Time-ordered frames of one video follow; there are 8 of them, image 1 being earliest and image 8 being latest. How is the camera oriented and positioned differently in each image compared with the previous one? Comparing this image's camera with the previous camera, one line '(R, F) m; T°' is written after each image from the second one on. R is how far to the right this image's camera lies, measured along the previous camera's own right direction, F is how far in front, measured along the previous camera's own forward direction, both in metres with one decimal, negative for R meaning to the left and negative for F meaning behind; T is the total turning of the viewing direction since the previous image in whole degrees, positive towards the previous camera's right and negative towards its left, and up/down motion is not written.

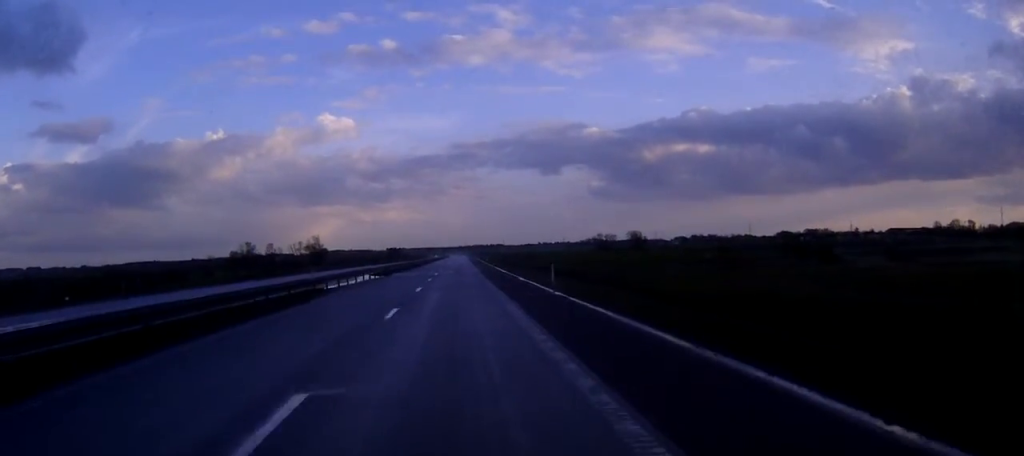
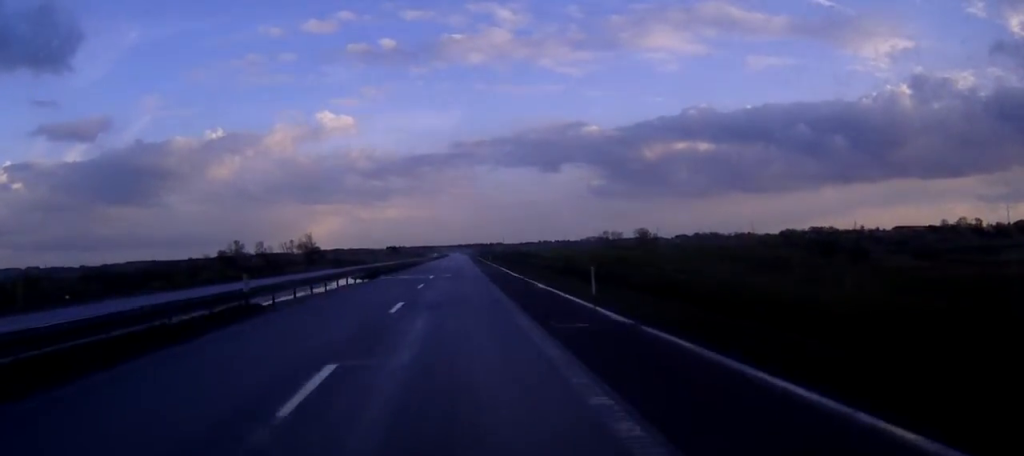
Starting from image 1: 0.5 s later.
(0.0, +12.5) m; 0°
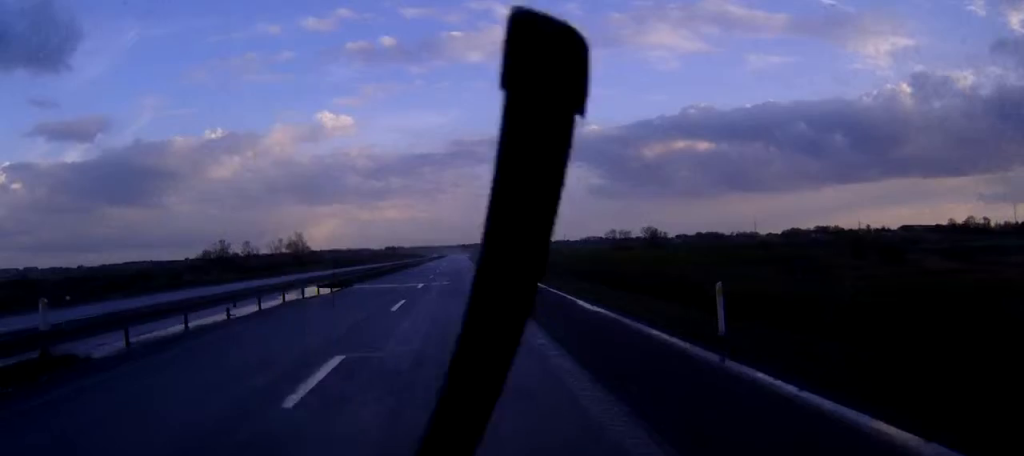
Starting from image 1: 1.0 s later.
(0.0, +14.3) m; 0°
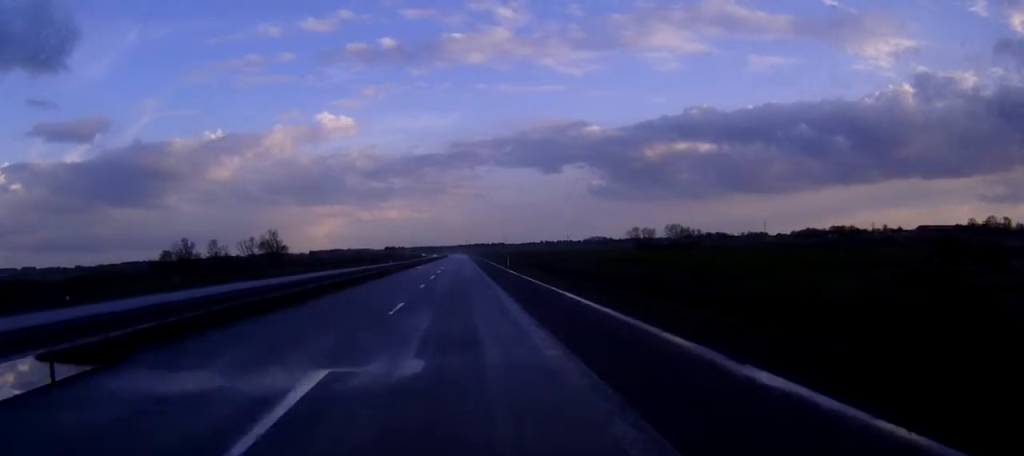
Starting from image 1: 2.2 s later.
(+0.2, +32.0) m; 0°
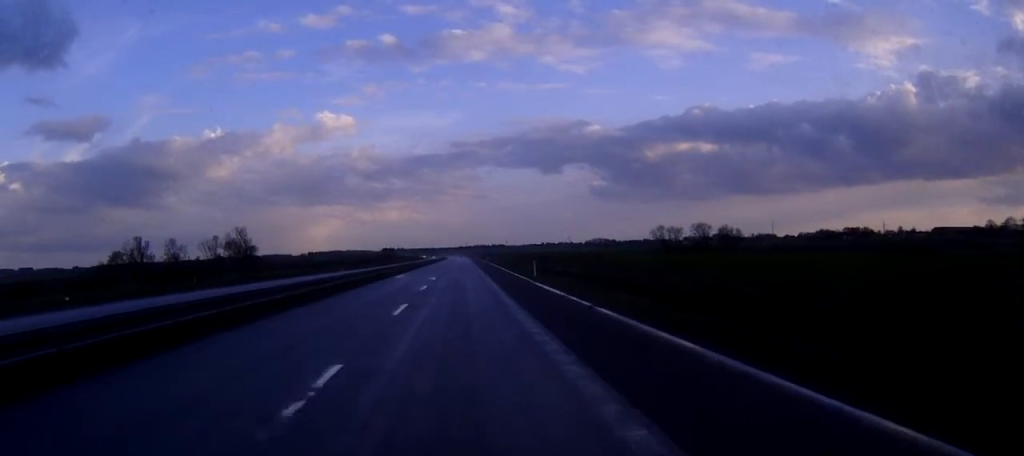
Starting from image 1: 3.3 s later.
(-0.1, +29.2) m; 0°
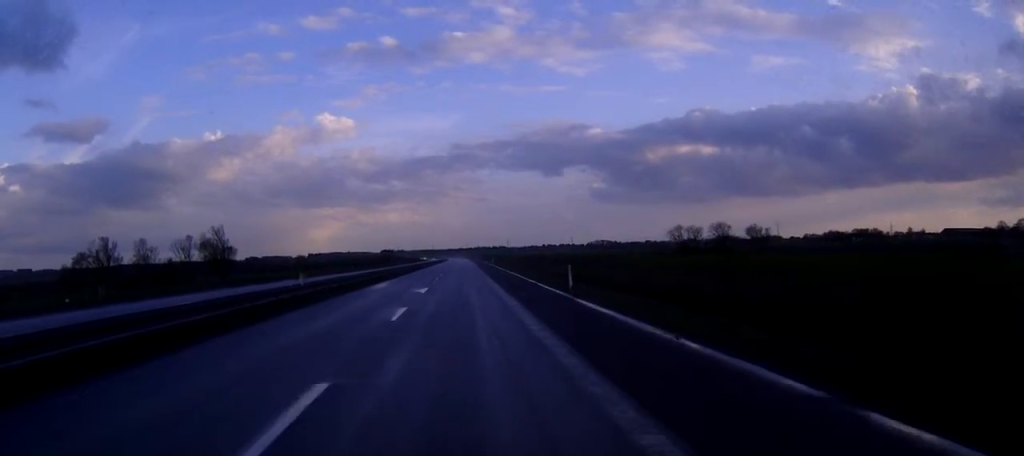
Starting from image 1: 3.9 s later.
(0.0, +16.9) m; 0°
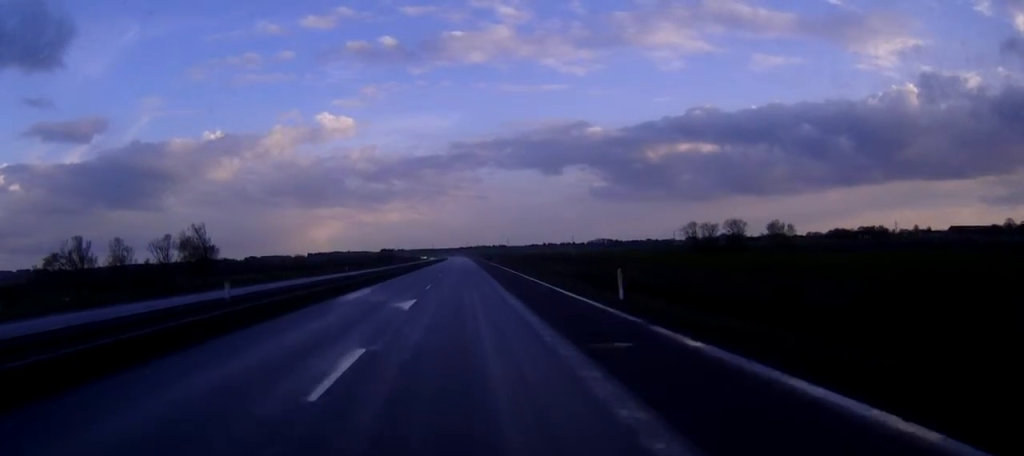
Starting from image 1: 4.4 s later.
(0.0, +11.5) m; 0°
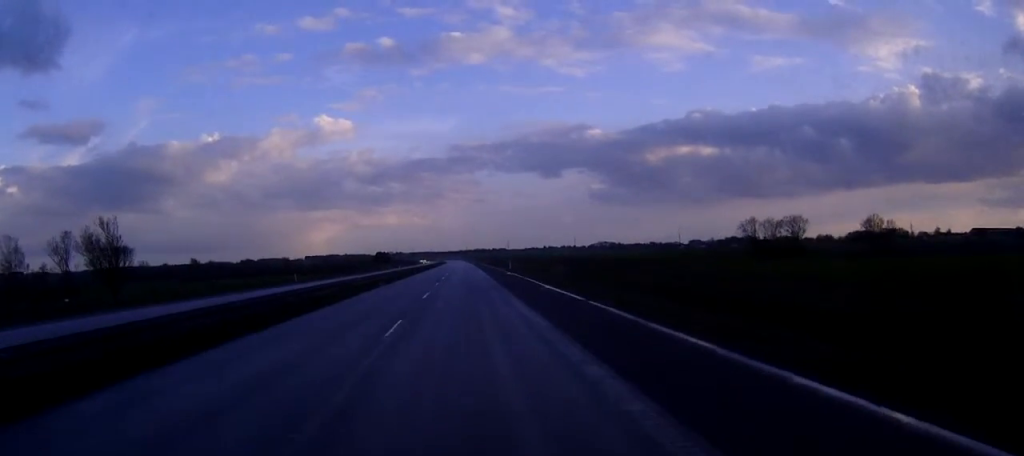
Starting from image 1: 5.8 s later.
(0.0, +38.1) m; 0°
